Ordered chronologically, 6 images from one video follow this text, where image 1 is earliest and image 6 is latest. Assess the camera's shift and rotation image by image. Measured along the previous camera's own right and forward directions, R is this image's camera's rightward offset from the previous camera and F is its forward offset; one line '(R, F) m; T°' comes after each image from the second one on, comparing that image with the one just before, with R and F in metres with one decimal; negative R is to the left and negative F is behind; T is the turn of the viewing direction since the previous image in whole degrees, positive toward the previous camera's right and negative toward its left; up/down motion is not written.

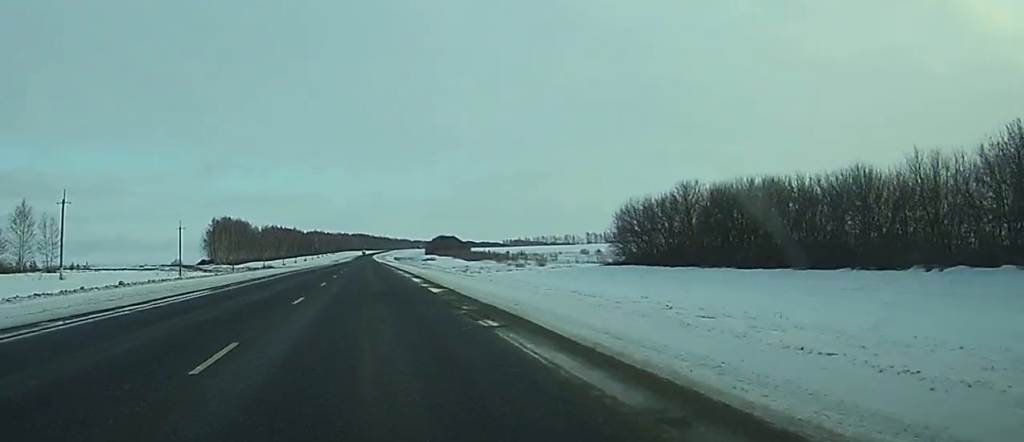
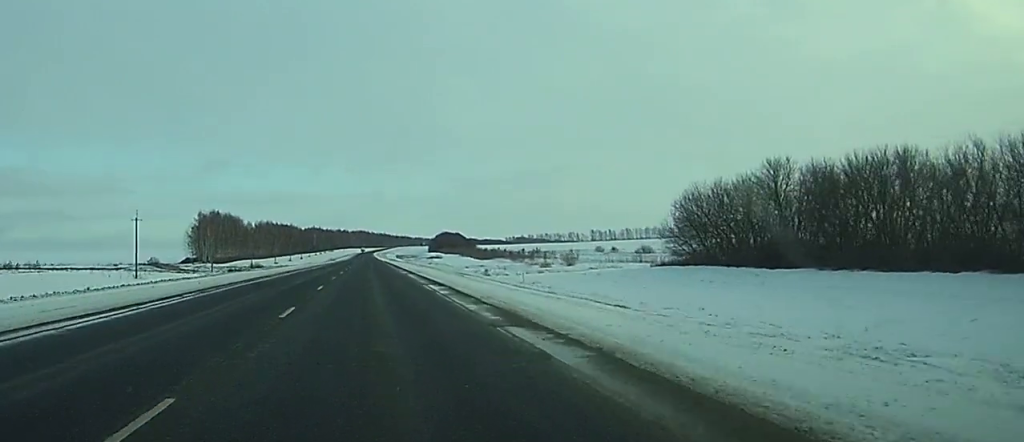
(0.0, +29.0) m; 0°
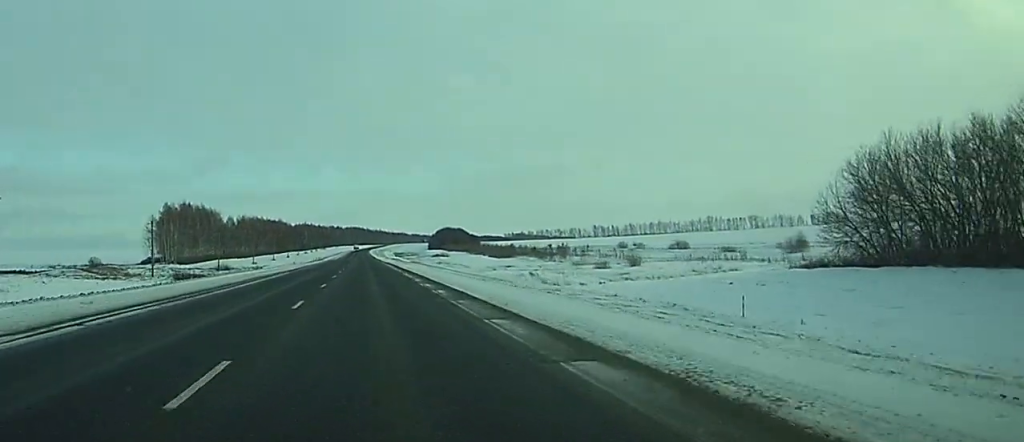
(0.0, +46.4) m; +1°
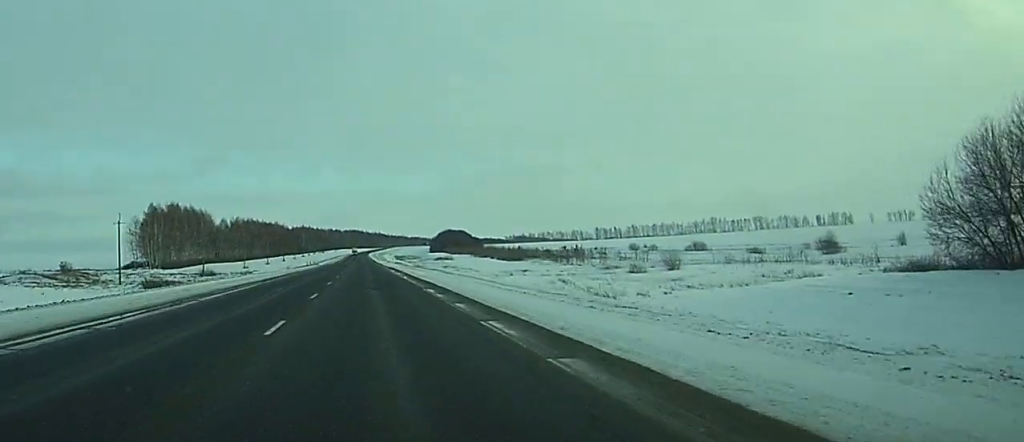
(+0.2, +17.5) m; 0°
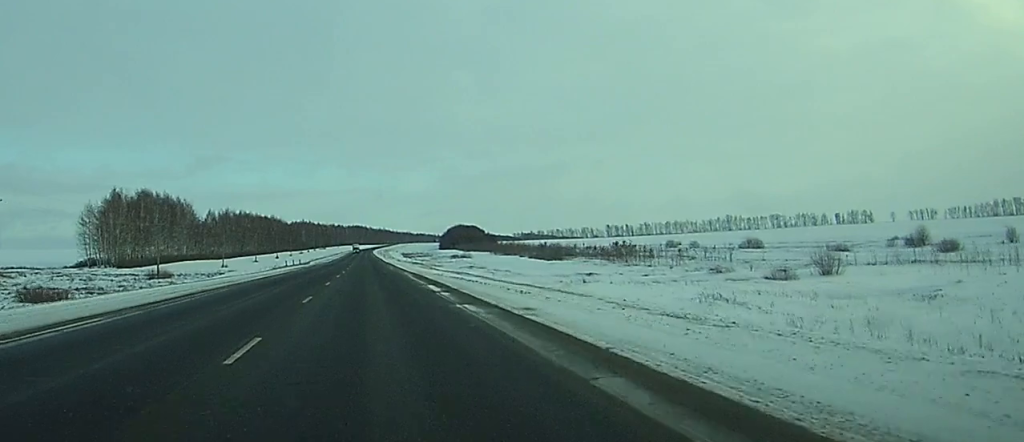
(-0.5, +41.0) m; -1°
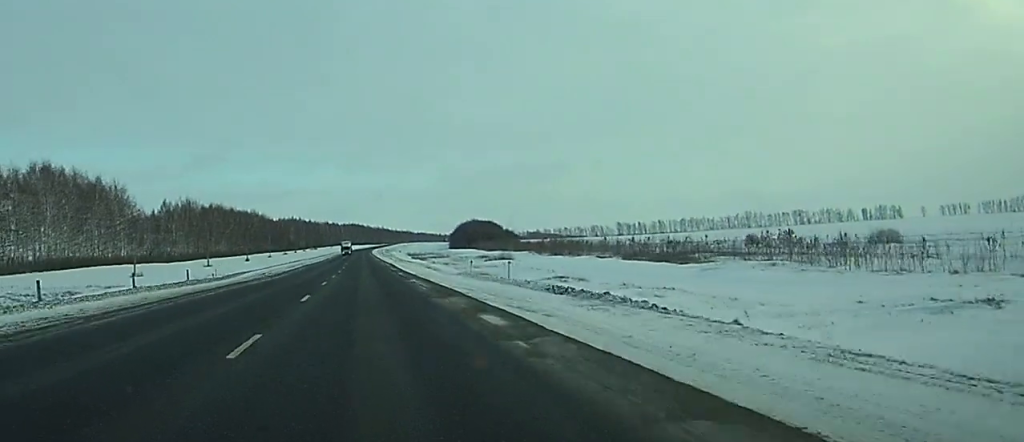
(+0.4, +73.4) m; +1°
